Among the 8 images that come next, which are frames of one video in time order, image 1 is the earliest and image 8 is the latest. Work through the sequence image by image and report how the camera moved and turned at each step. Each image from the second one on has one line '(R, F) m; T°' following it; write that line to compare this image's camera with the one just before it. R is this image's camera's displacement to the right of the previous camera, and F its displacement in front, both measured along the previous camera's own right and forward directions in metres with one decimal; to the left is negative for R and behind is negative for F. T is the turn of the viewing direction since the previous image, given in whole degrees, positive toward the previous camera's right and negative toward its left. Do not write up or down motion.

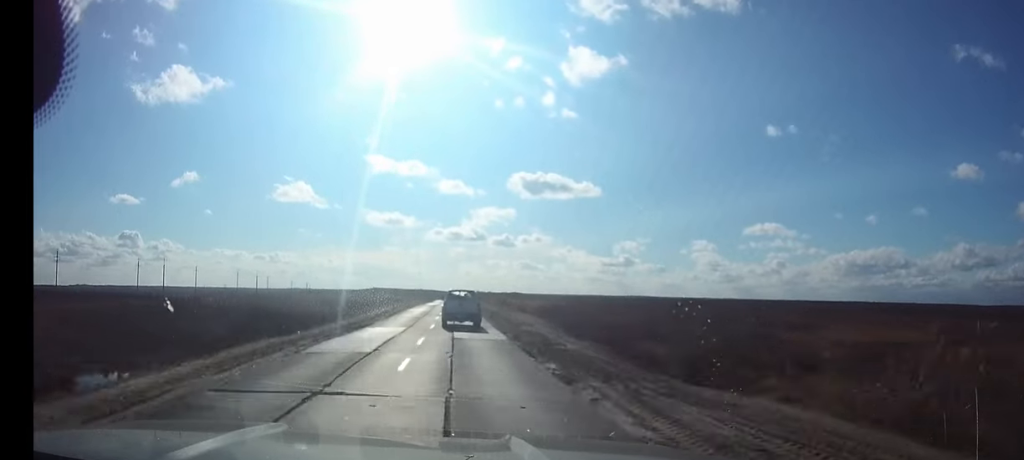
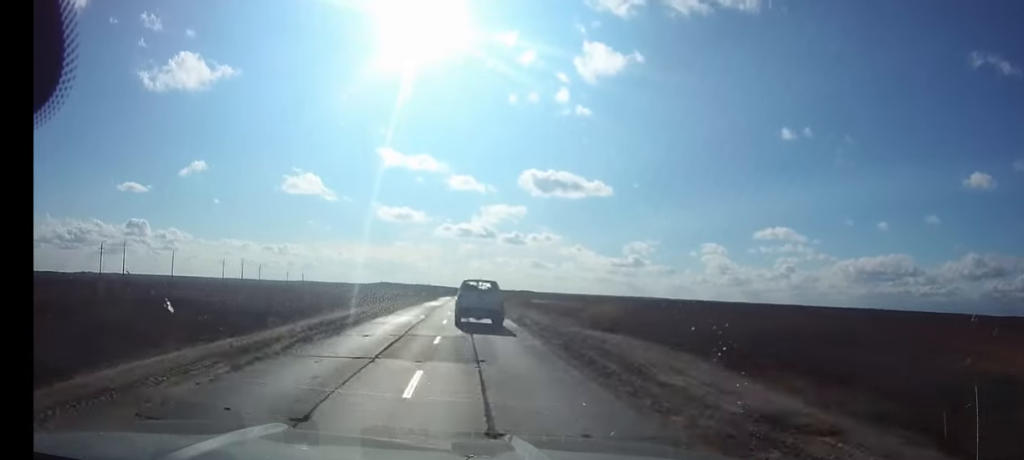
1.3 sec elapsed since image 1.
(-0.2, +27.4) m; 0°
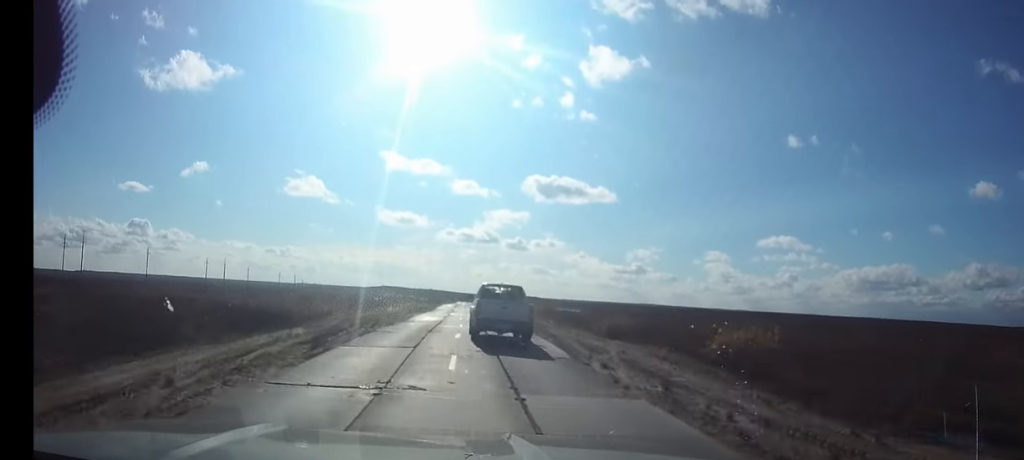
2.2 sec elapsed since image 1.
(-0.1, +19.9) m; 0°
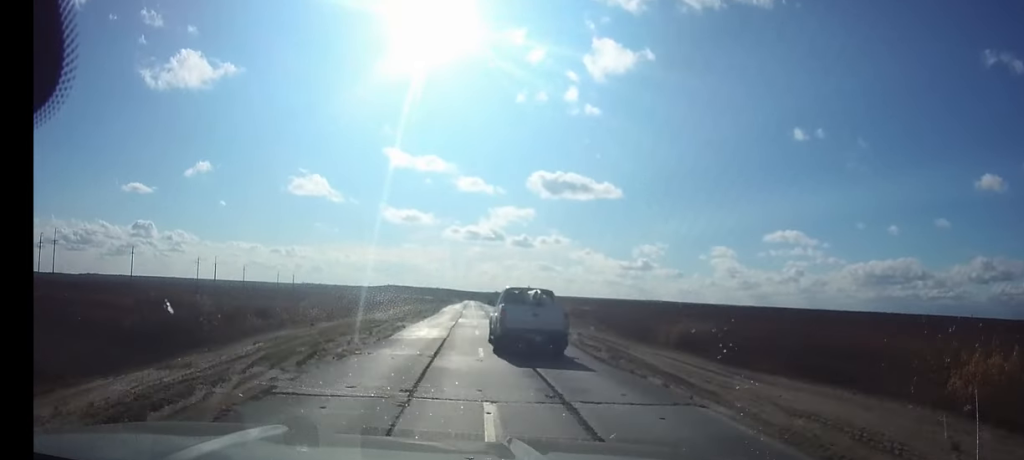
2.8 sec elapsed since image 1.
(0.0, +12.4) m; 0°
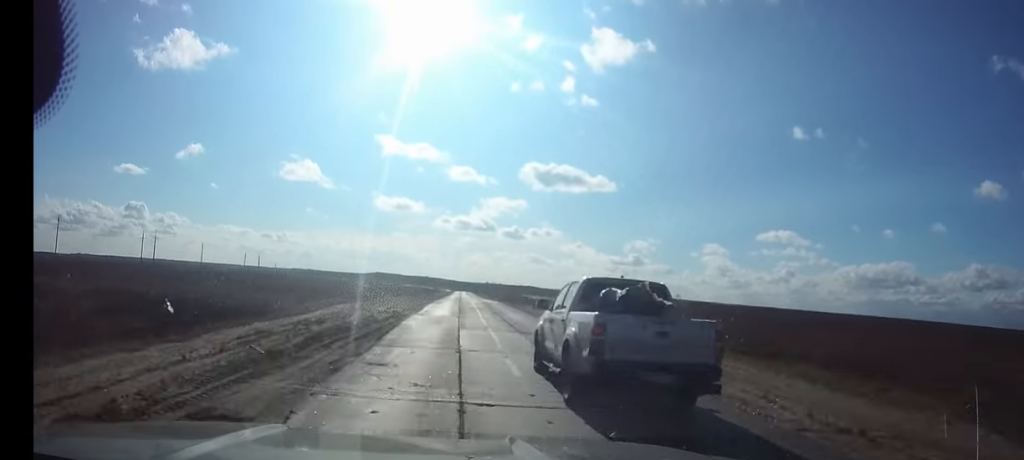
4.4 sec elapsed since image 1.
(+0.2, +36.3) m; +1°
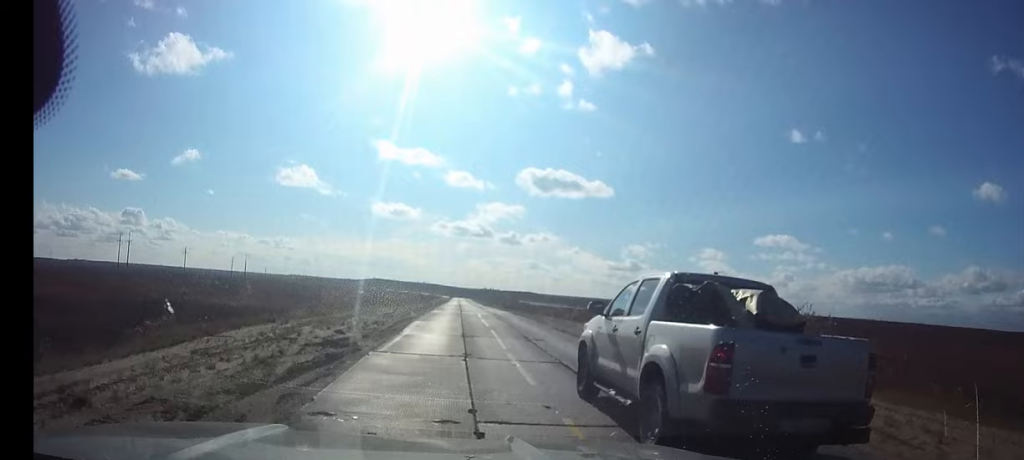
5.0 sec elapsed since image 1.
(0.0, +13.2) m; 0°
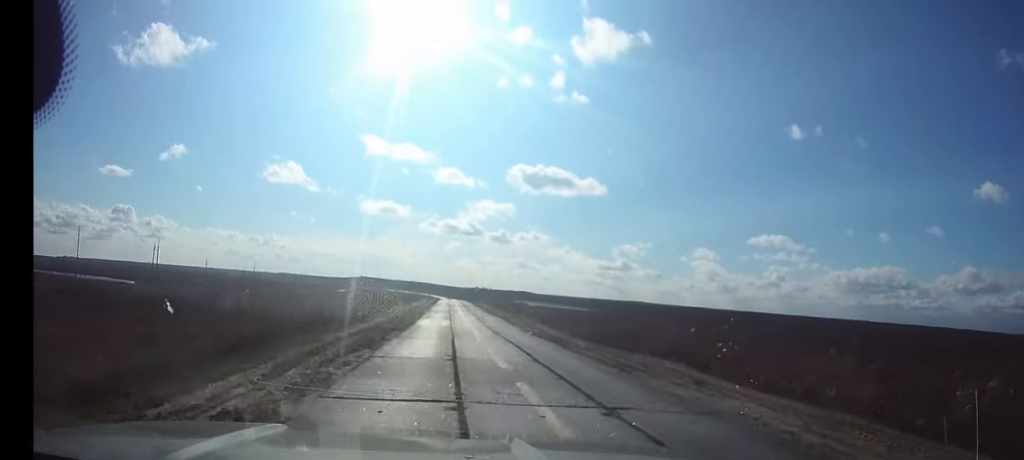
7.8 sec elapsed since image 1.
(+0.5, +63.7) m; +1°
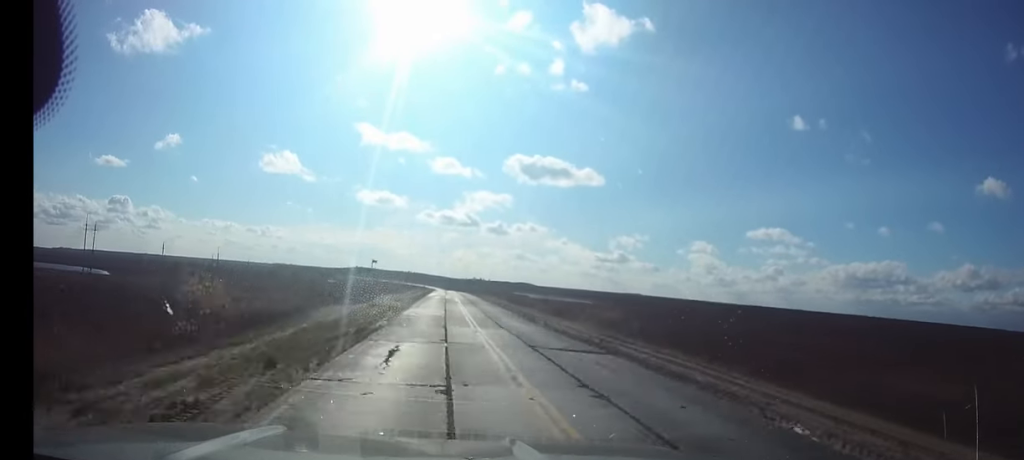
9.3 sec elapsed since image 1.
(0.0, +35.5) m; +1°
